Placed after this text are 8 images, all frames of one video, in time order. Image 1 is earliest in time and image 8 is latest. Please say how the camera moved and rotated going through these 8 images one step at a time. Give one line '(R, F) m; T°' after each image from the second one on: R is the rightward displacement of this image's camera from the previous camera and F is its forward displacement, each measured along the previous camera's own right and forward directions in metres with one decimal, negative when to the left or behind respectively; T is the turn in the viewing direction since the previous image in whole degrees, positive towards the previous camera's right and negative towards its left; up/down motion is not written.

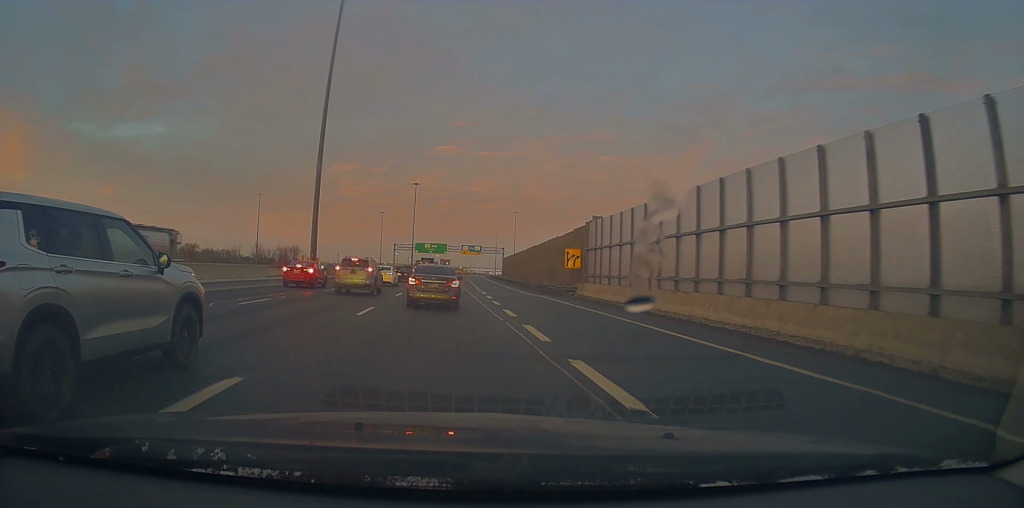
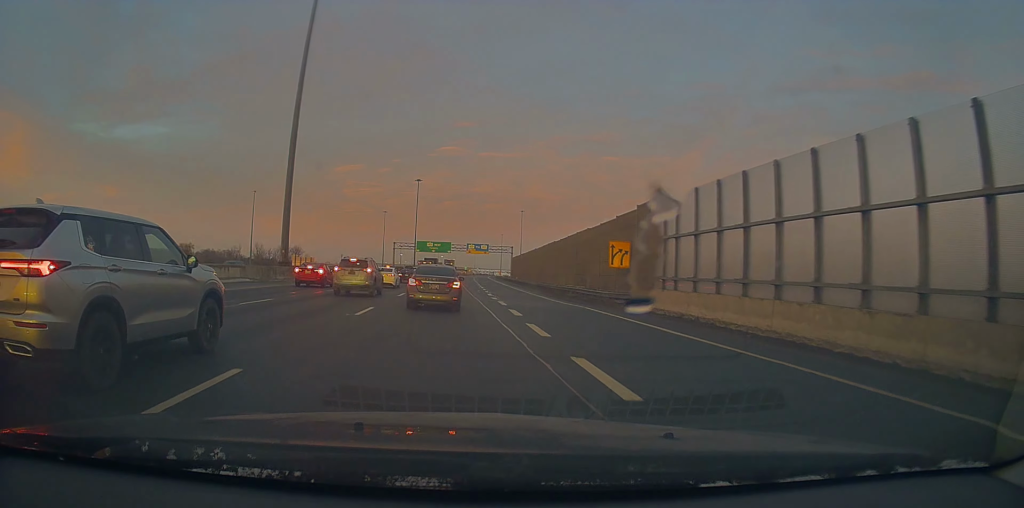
(+0.3, +11.5) m; -1°
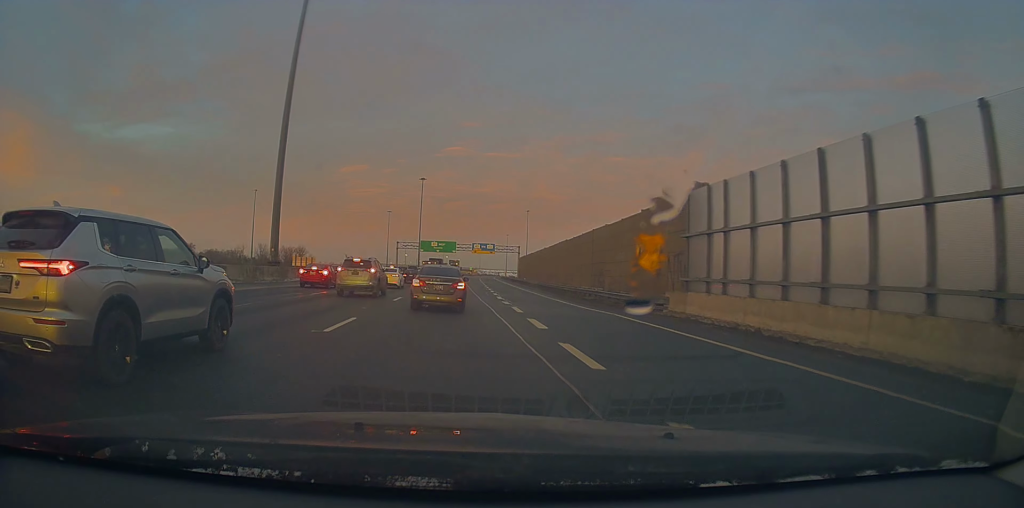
(-0.2, +4.2) m; 0°
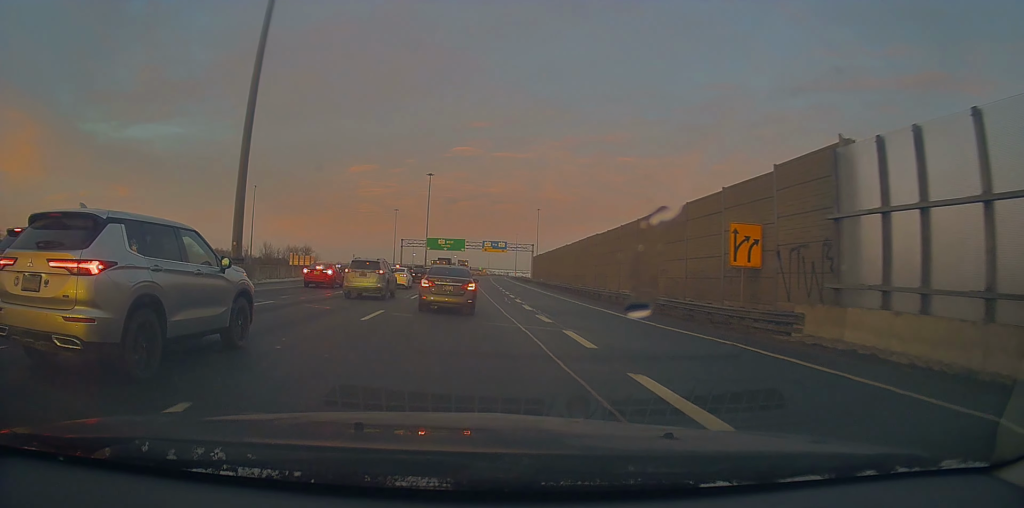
(+0.1, +9.6) m; +2°
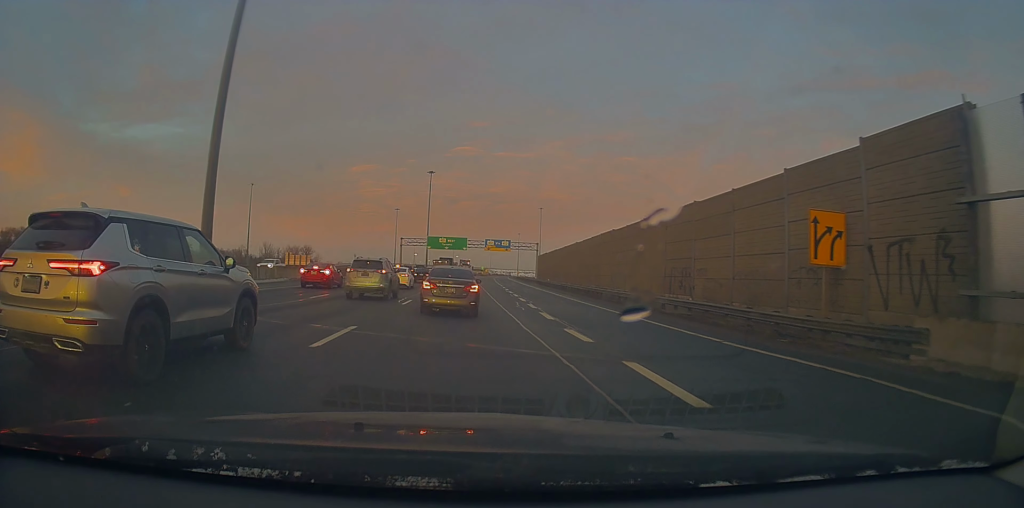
(+0.1, +4.8) m; 0°
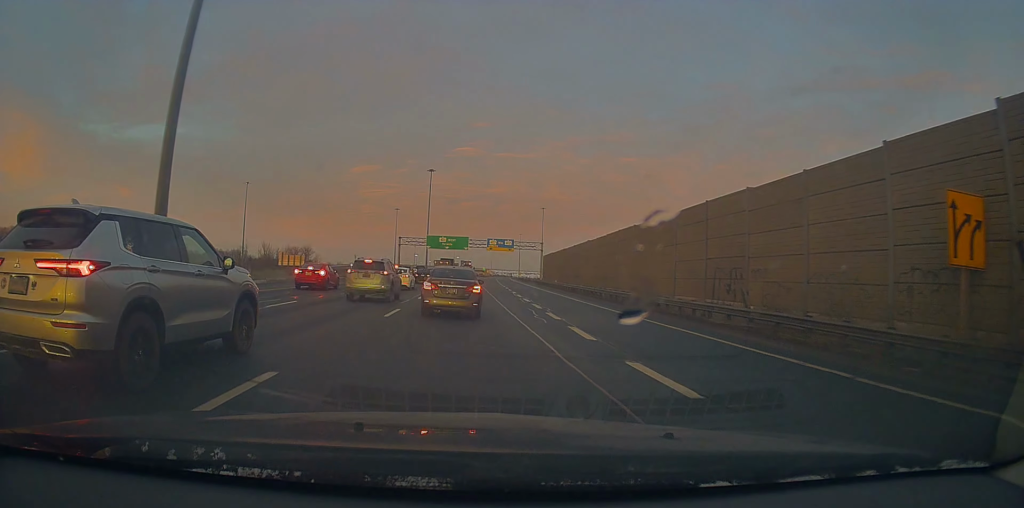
(0.0, +5.3) m; -2°
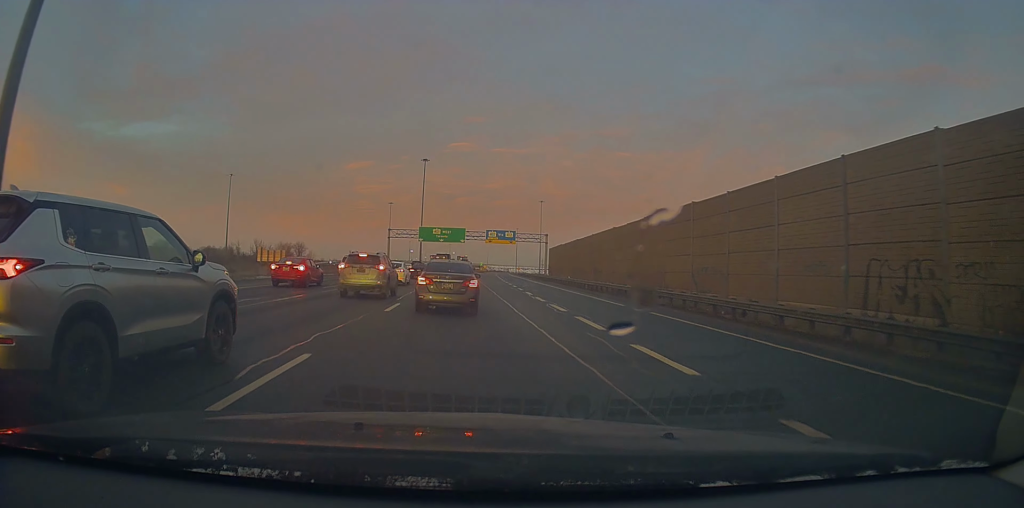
(-0.3, +11.2) m; 0°
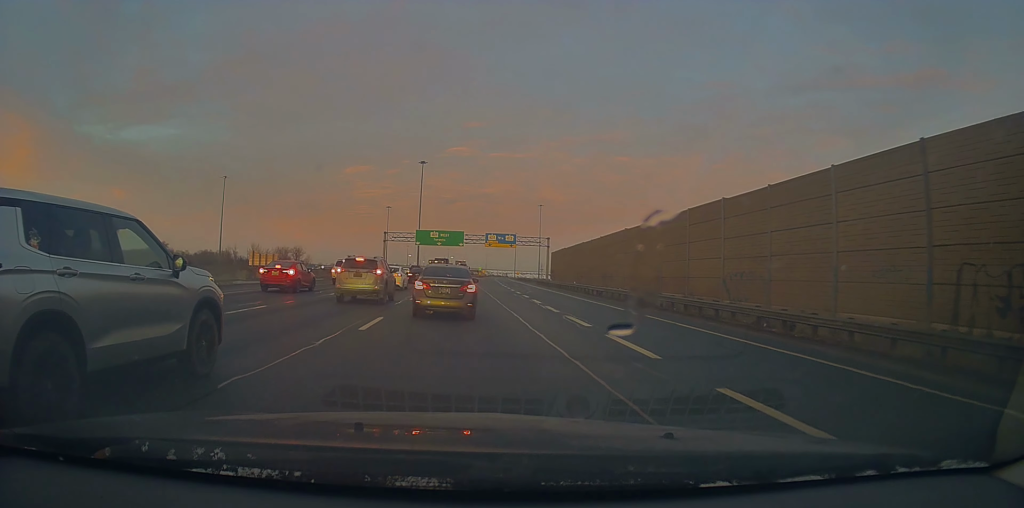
(+0.3, +3.9) m; 0°
